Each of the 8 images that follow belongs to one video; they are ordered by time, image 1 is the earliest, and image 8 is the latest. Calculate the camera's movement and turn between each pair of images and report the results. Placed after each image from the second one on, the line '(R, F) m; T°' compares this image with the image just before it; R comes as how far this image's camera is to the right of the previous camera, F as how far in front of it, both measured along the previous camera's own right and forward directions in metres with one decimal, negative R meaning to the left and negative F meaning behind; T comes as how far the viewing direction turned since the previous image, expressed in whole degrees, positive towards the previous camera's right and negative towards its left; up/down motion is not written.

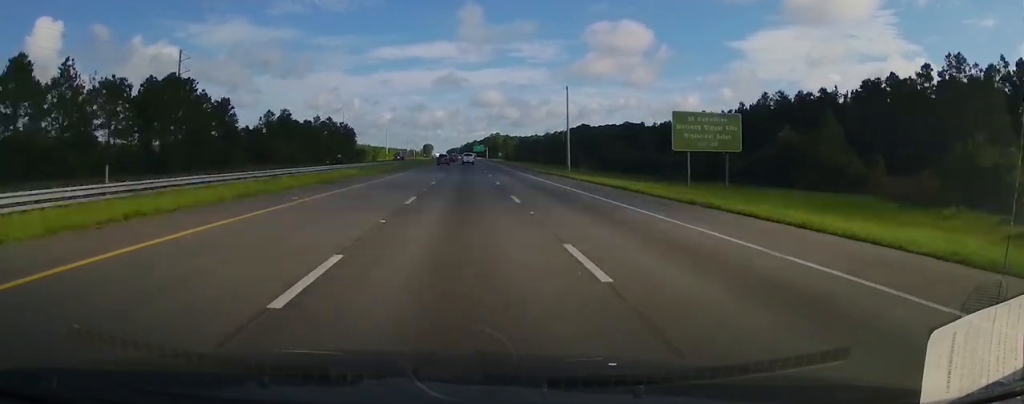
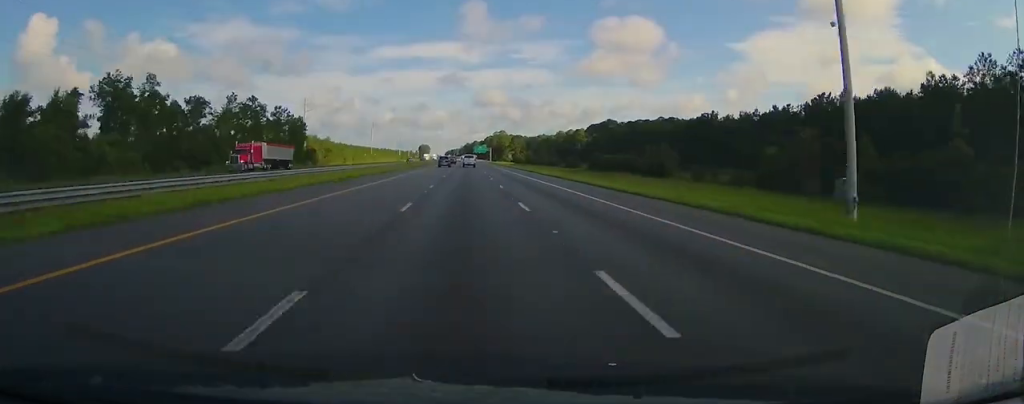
(-0.3, +75.7) m; 0°
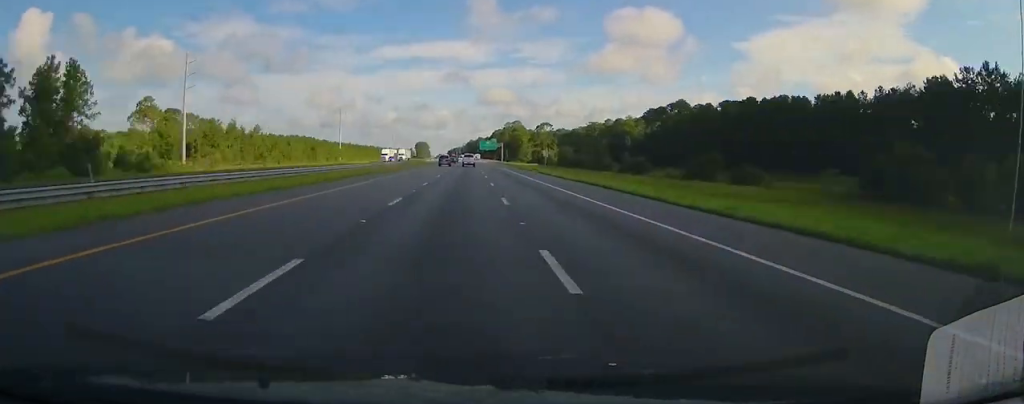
(-0.4, +108.4) m; 0°
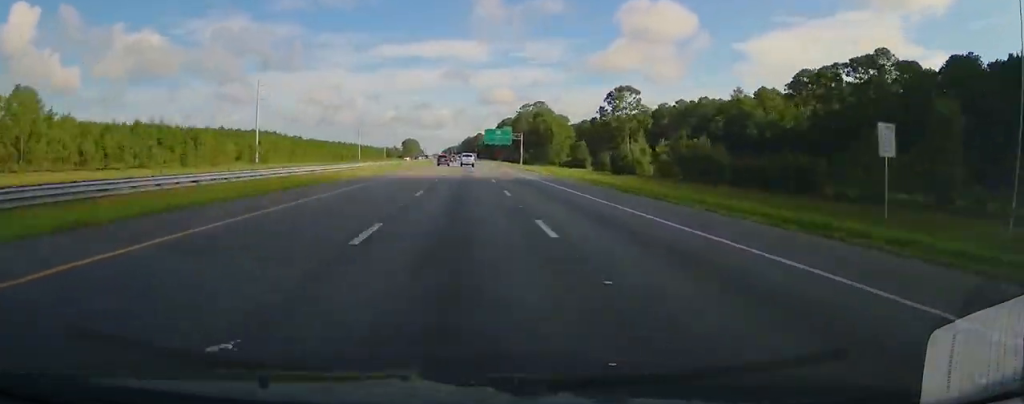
(+0.9, +117.7) m; 0°
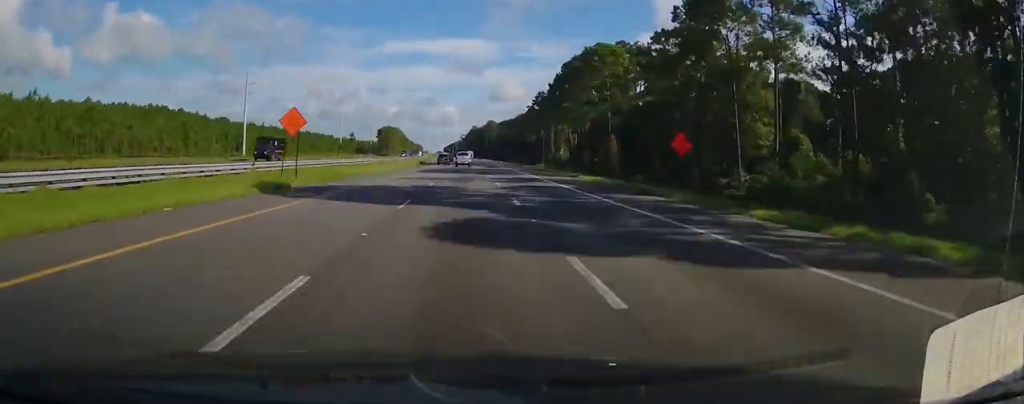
(-1.7, +201.7) m; -1°
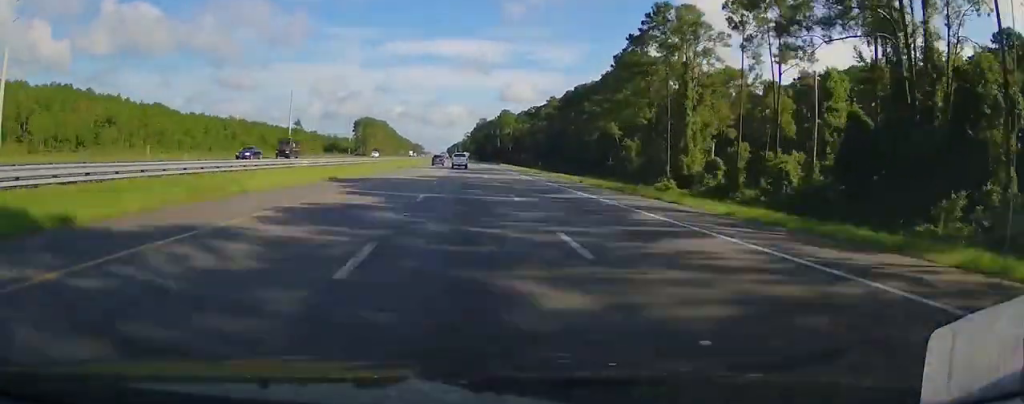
(0.0, +107.7) m; -1°
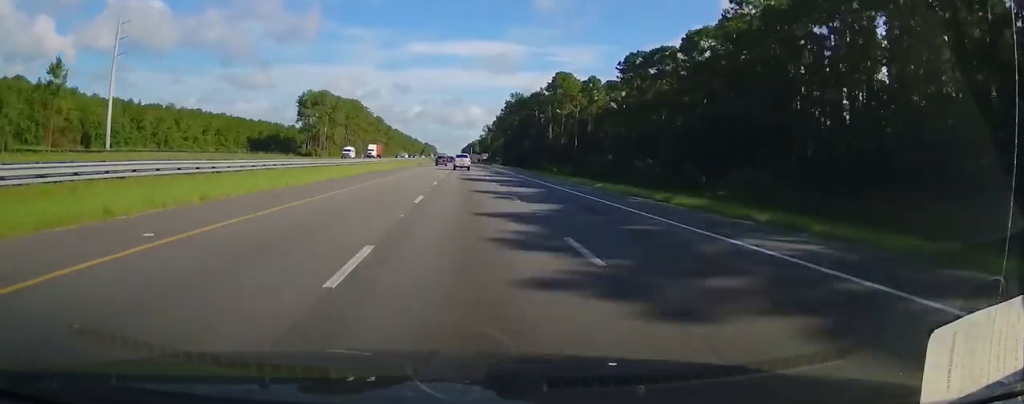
(-2.2, +136.1) m; -1°
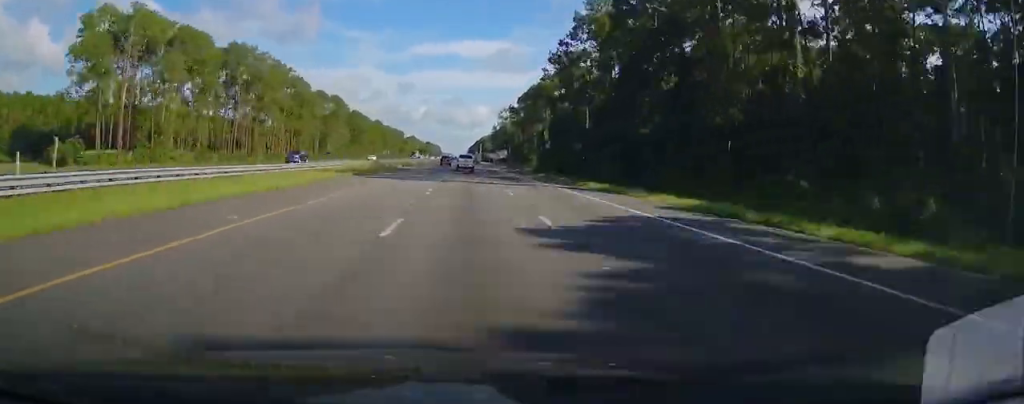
(0.0, +118.0) m; -1°
